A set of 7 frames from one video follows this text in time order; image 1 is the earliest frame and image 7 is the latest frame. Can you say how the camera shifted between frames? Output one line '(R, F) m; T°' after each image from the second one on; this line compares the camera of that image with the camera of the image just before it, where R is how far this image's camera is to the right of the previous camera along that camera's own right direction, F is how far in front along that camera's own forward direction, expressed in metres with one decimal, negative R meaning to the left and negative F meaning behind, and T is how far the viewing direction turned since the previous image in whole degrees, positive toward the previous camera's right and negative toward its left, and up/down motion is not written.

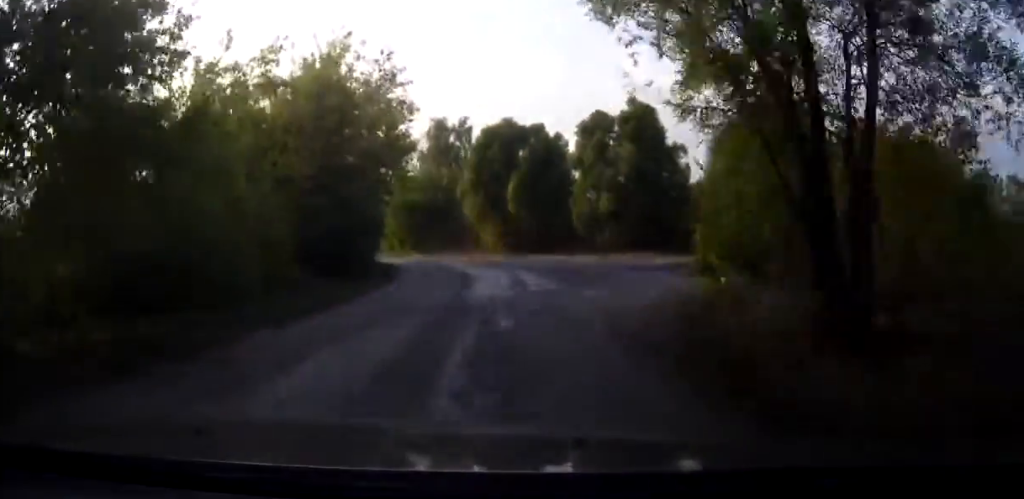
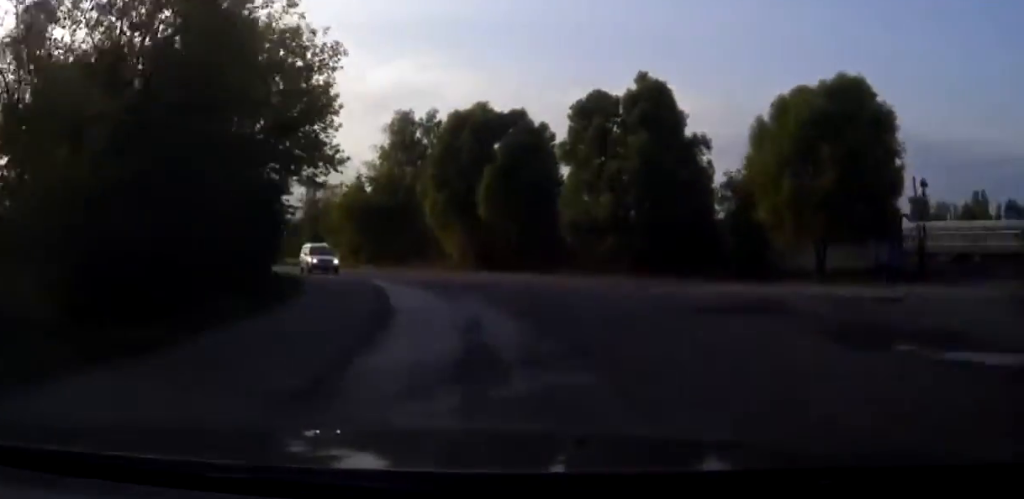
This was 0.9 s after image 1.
(+0.1, +13.1) m; 0°
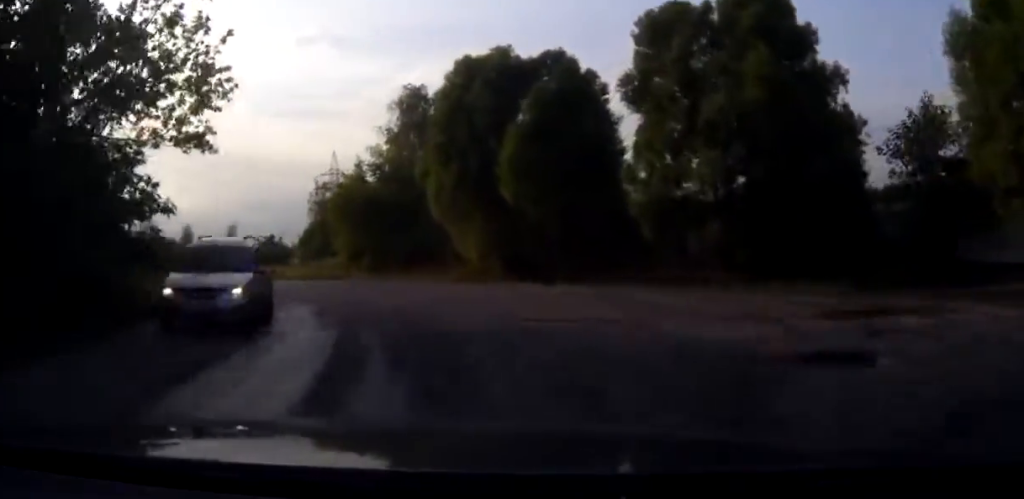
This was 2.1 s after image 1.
(-0.2, +15.8) m; -5°
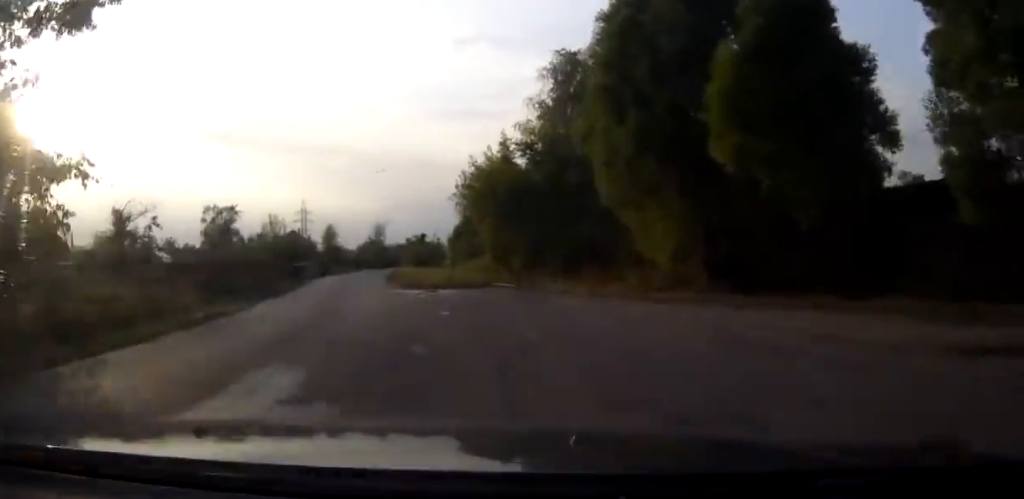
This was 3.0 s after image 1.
(-0.8, +12.2) m; -9°
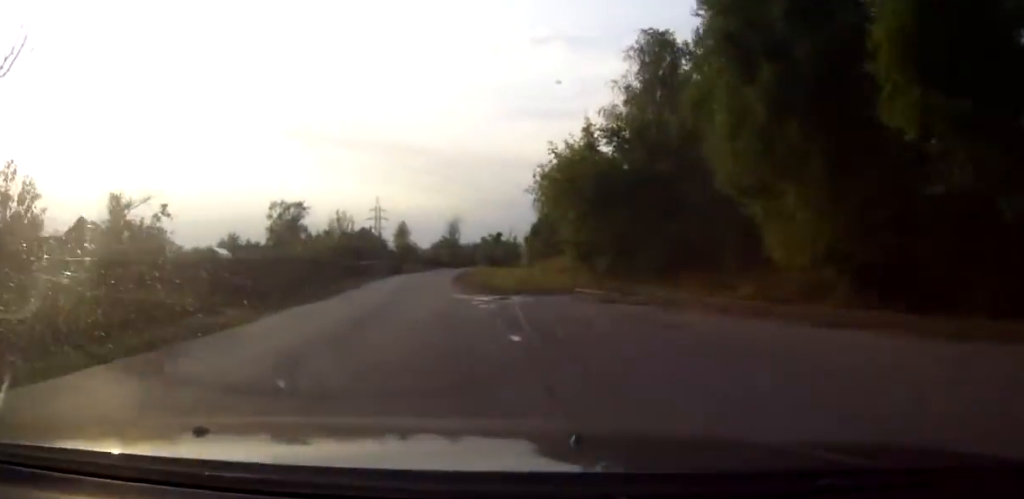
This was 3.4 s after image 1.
(-0.1, +5.8) m; -5°
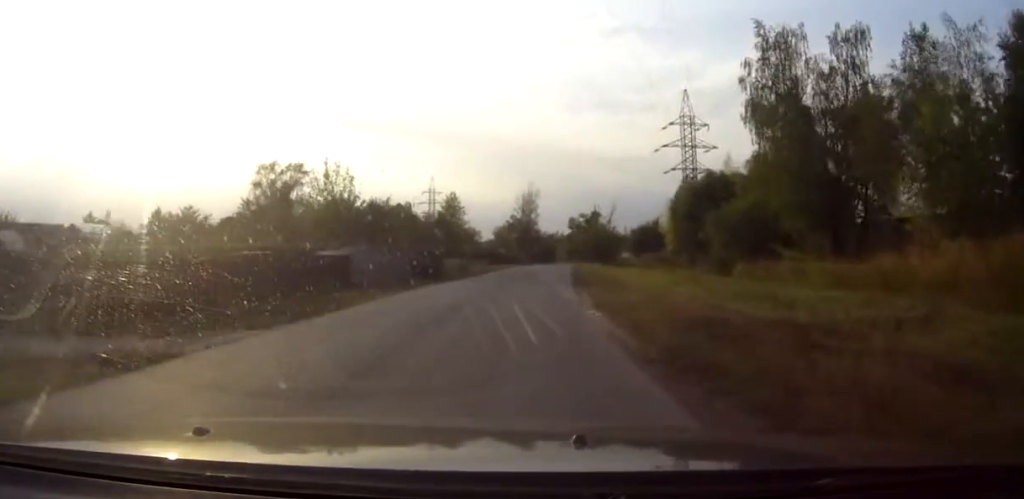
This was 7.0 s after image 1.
(-7.4, +51.7) m; -7°
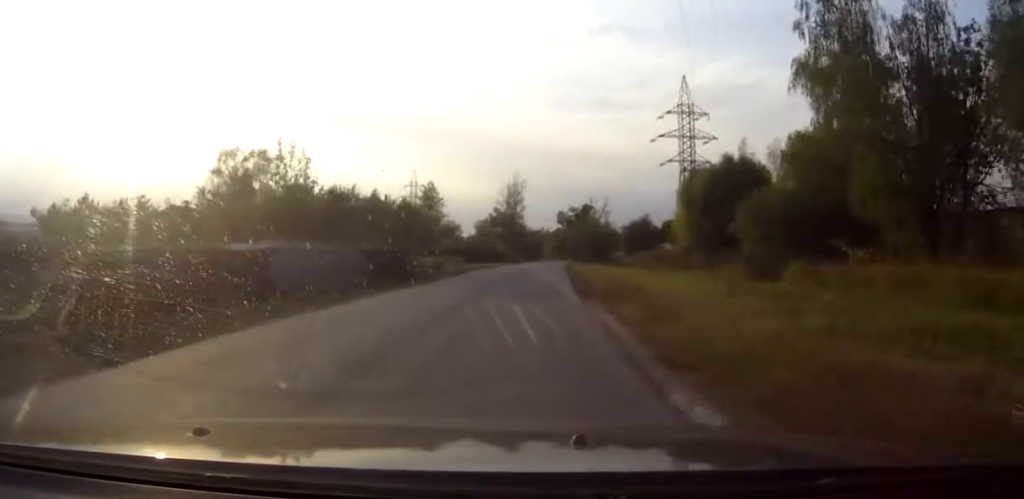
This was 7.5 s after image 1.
(+0.1, +9.3) m; +1°
